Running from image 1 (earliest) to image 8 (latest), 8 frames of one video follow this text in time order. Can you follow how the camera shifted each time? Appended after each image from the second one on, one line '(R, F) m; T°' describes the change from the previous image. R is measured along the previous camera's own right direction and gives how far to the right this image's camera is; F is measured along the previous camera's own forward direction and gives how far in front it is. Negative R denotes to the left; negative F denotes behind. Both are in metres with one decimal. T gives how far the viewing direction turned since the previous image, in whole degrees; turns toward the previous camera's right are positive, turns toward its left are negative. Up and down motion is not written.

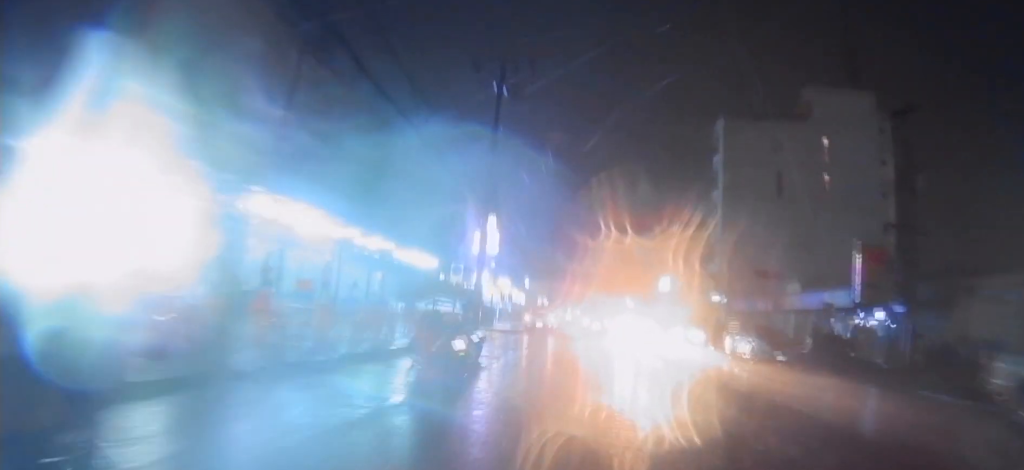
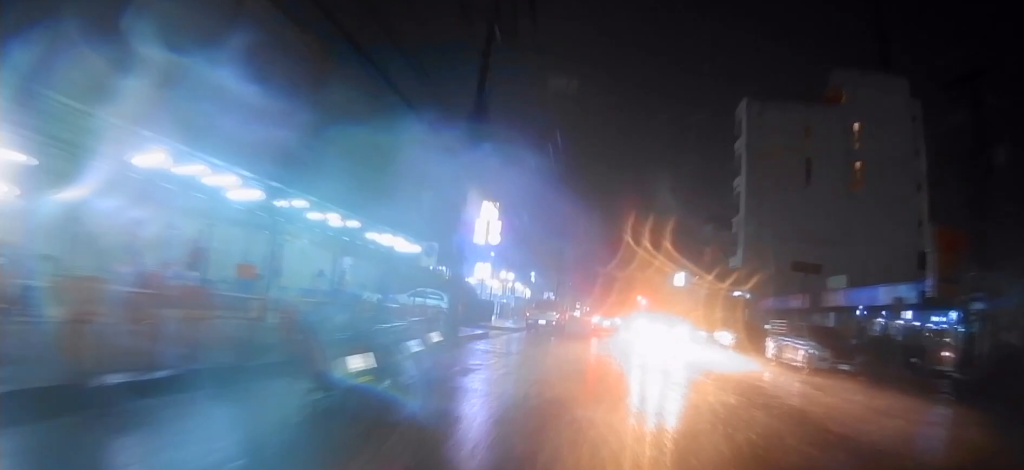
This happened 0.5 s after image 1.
(0.0, +4.4) m; +1°
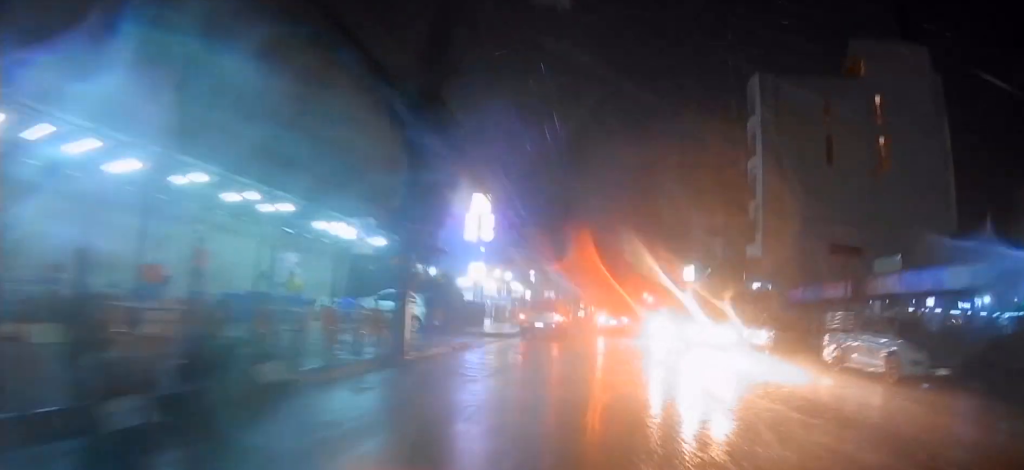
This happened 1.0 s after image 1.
(+0.1, +4.4) m; +1°
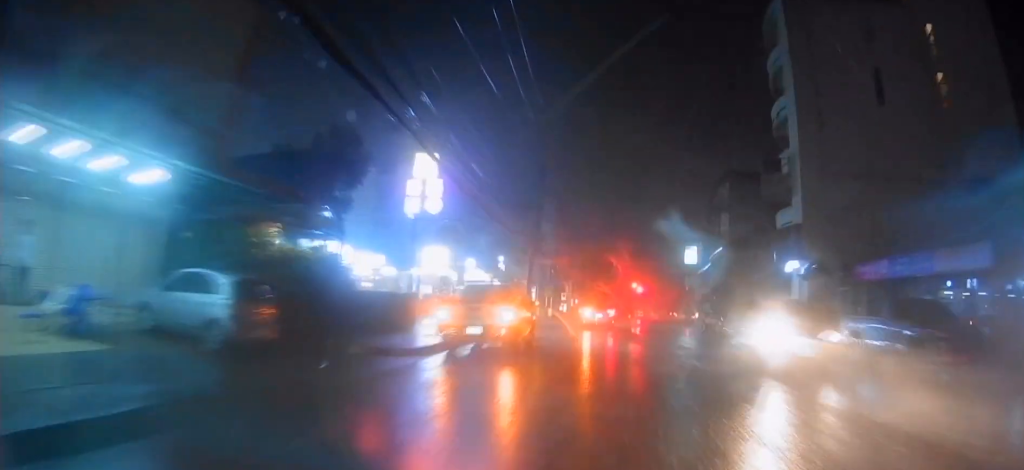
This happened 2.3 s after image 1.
(+0.1, +11.4) m; 0°
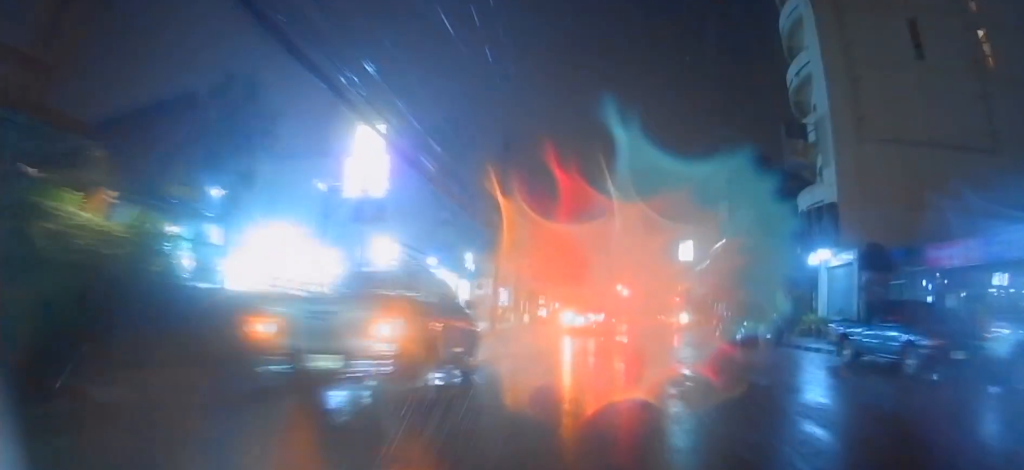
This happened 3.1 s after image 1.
(0.0, +7.7) m; 0°
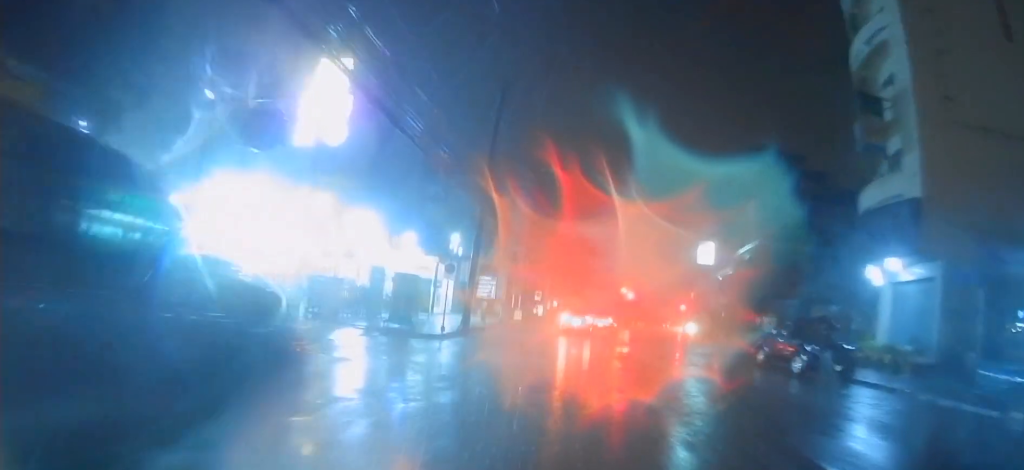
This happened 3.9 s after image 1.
(0.0, +7.4) m; 0°
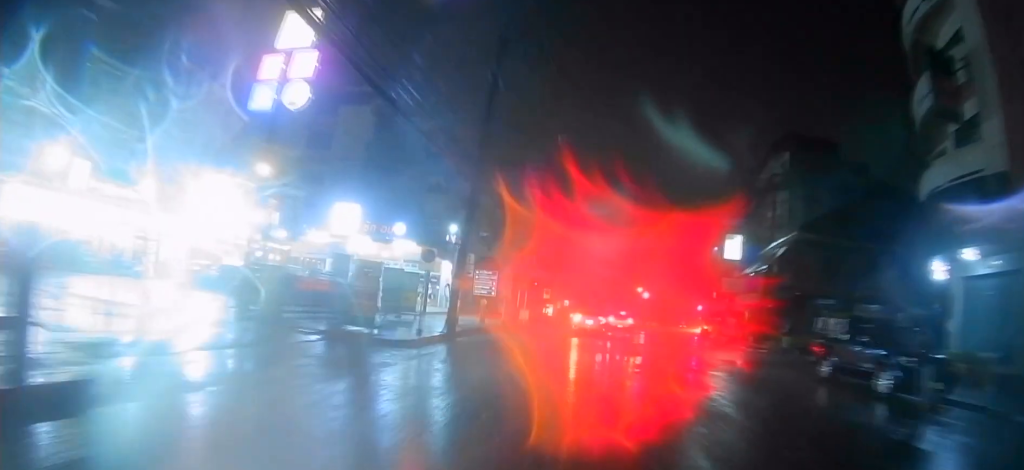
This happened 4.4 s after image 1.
(0.0, +5.1) m; 0°
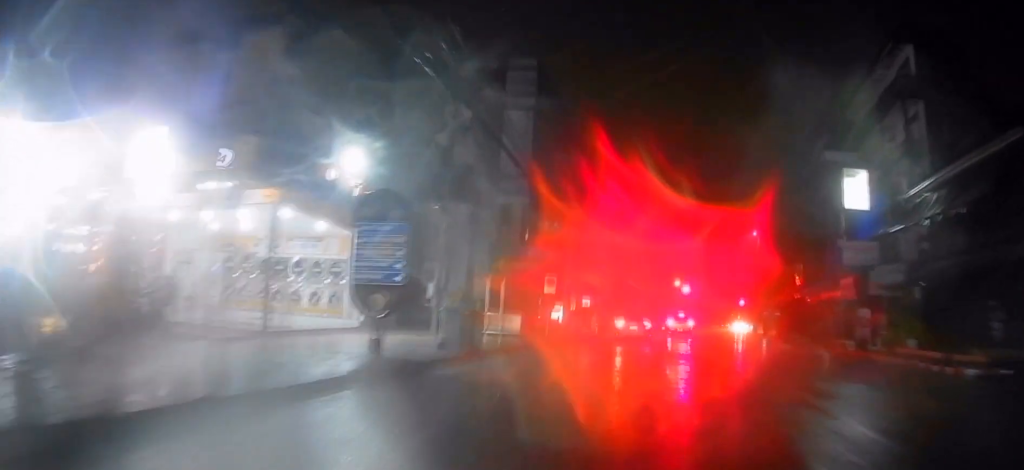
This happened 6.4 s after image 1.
(-0.2, +16.6) m; -7°
